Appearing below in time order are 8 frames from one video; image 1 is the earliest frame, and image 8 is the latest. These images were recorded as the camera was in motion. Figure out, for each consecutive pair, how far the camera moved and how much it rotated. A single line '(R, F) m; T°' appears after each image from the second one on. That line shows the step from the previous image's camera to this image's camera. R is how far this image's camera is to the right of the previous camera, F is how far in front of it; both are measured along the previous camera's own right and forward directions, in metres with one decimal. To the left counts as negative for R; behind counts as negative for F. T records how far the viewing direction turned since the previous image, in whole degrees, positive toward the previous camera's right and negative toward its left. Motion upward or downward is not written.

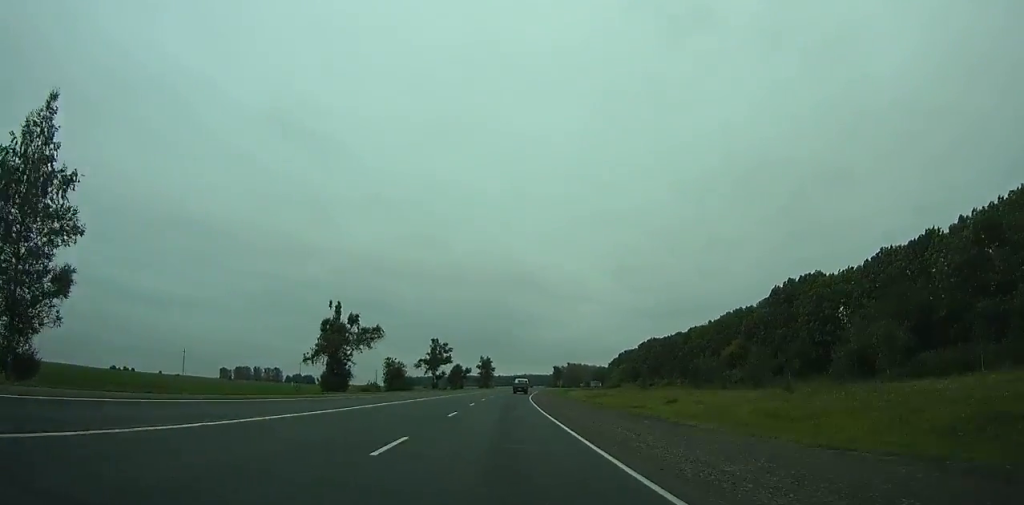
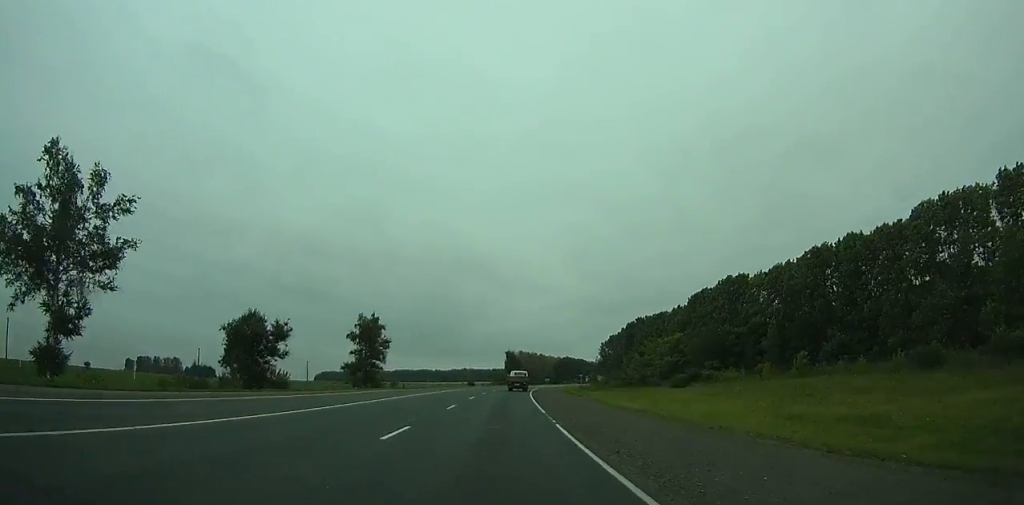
(+6.7, +126.7) m; +6°
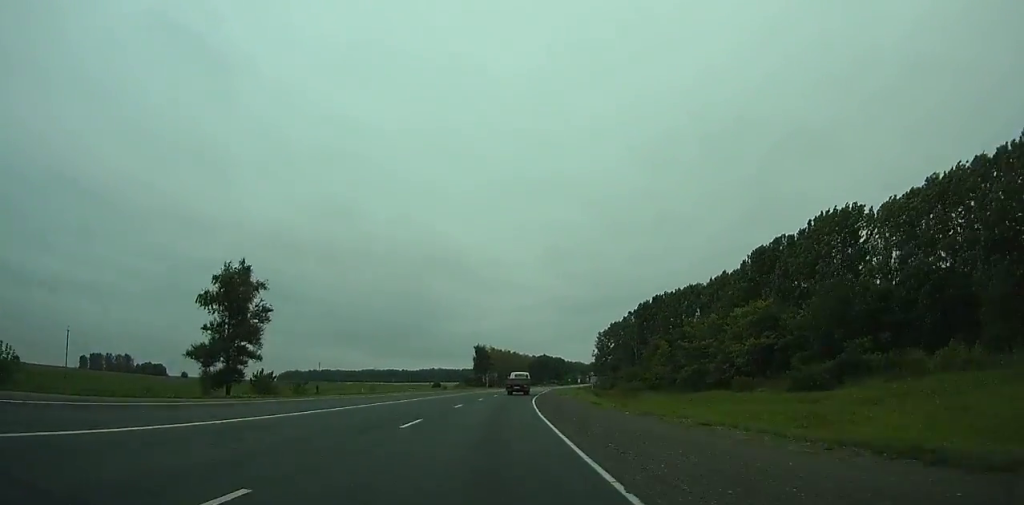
(+0.7, +43.9) m; +2°
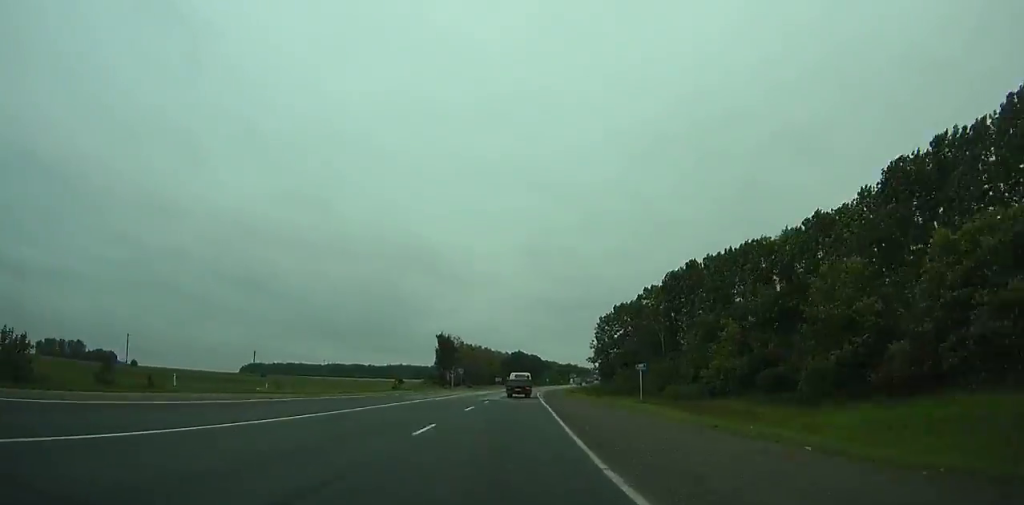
(+0.8, +36.1) m; +2°
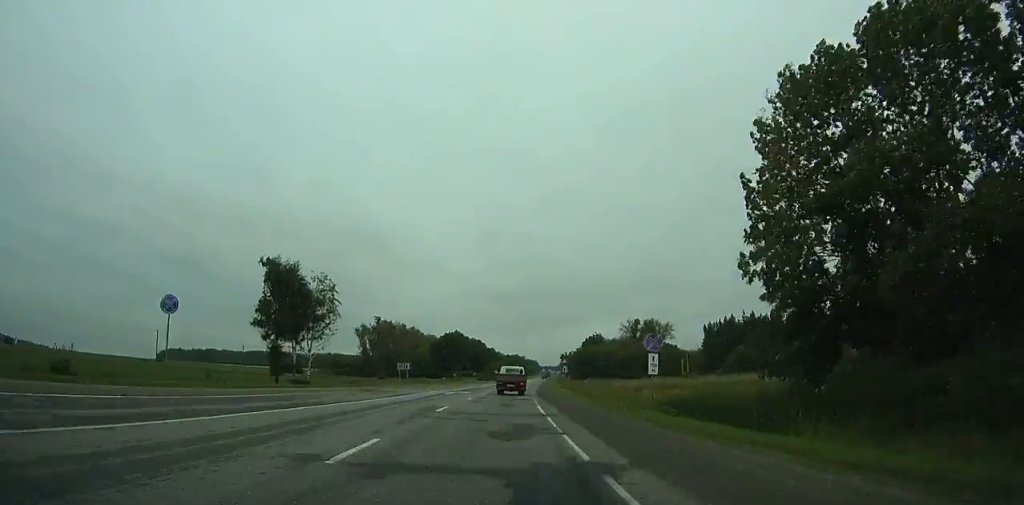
(+4.7, +90.7) m; +6°
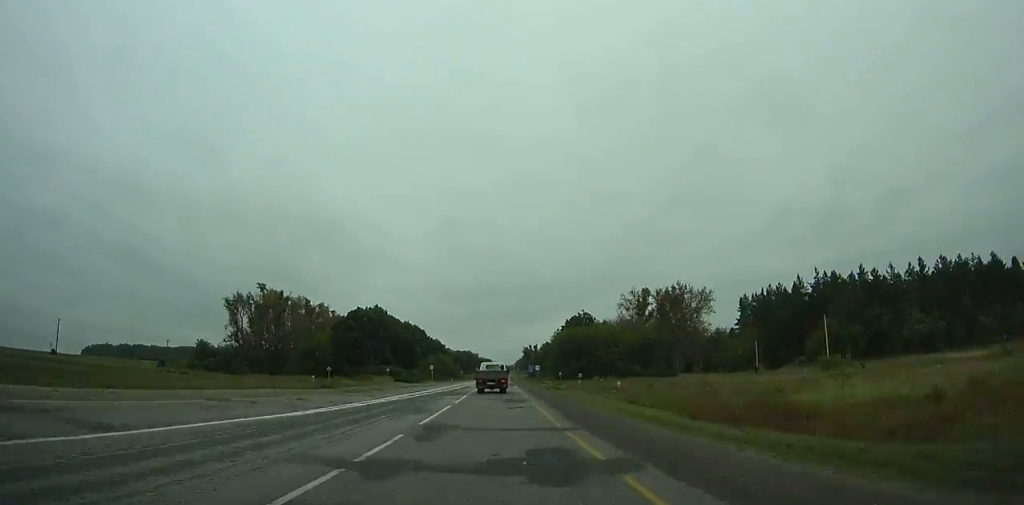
(+2.9, +77.5) m; +4°
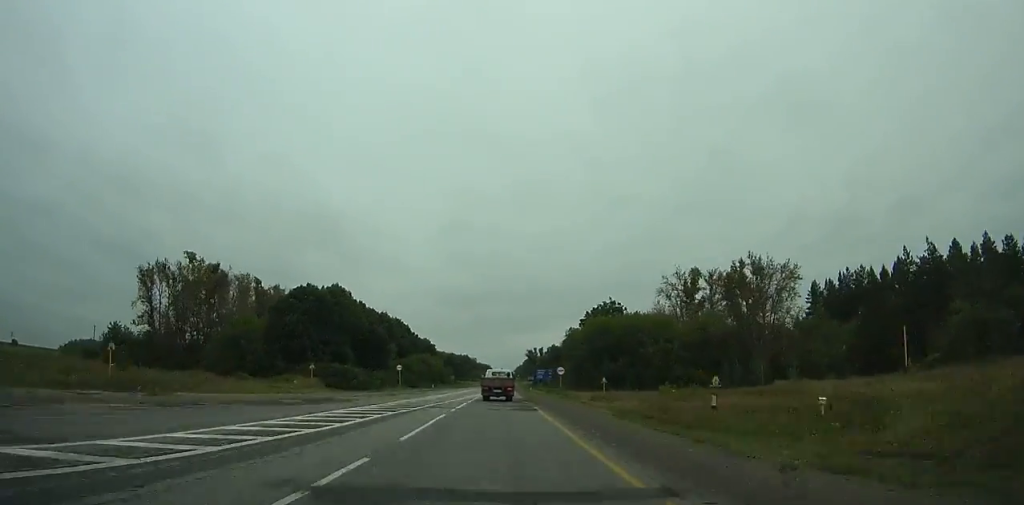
(+1.0, +39.3) m; +1°
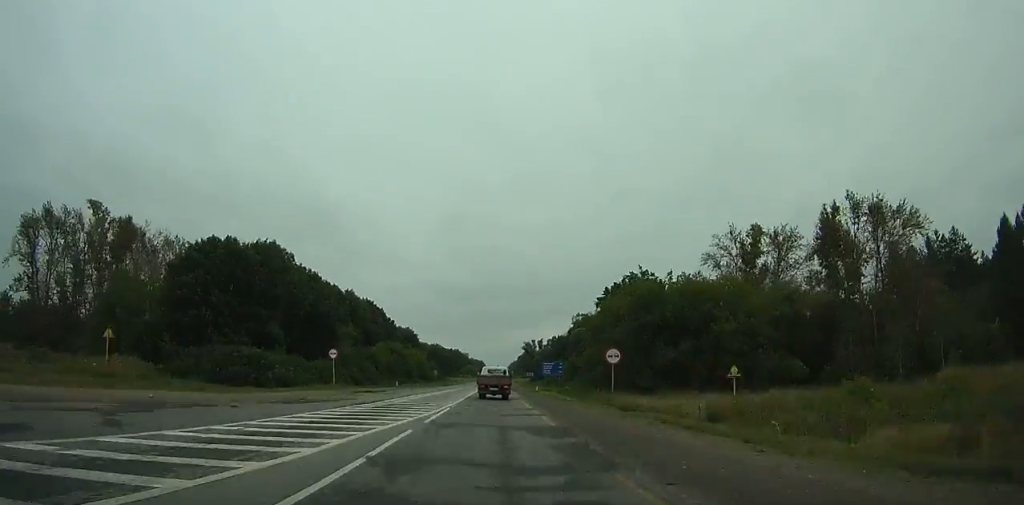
(+0.3, +31.4) m; +1°
